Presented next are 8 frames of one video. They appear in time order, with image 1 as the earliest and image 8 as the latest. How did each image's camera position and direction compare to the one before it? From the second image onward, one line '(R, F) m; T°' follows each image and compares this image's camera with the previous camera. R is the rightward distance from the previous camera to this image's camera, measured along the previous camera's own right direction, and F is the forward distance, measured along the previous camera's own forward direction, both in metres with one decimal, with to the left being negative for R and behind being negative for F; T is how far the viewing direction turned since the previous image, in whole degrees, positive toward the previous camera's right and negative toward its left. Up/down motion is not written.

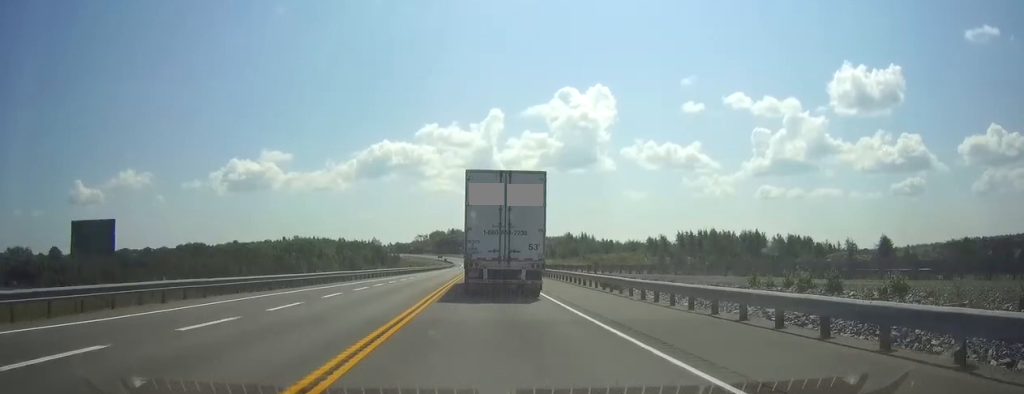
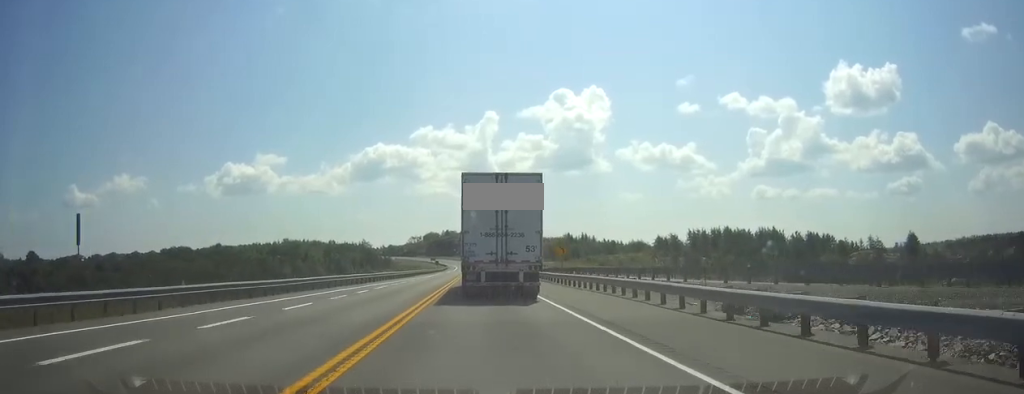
(0.0, +22.4) m; 0°
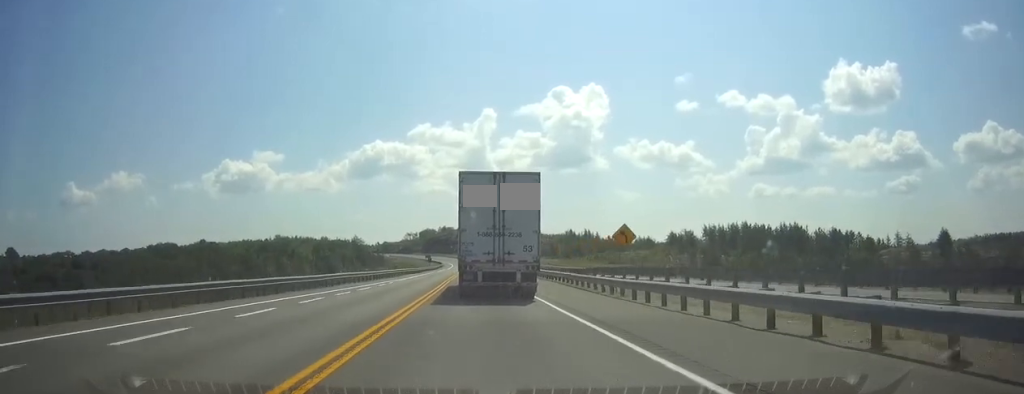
(0.0, +21.6) m; 0°
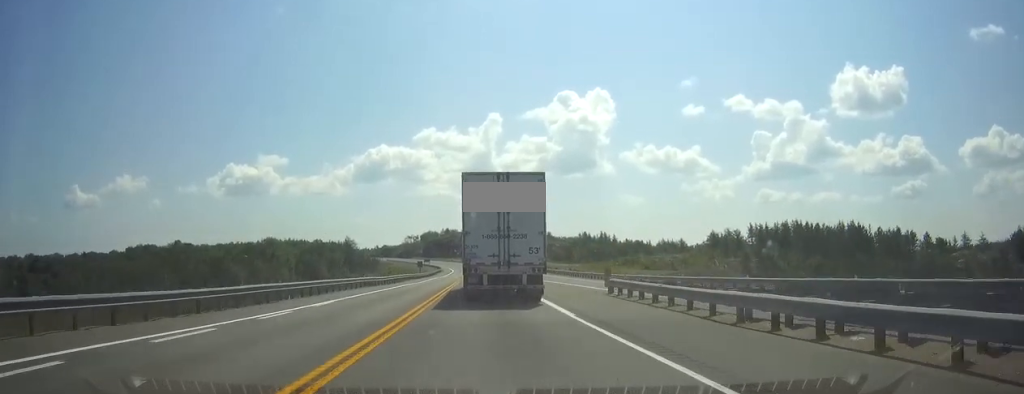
(+0.1, +39.8) m; 0°
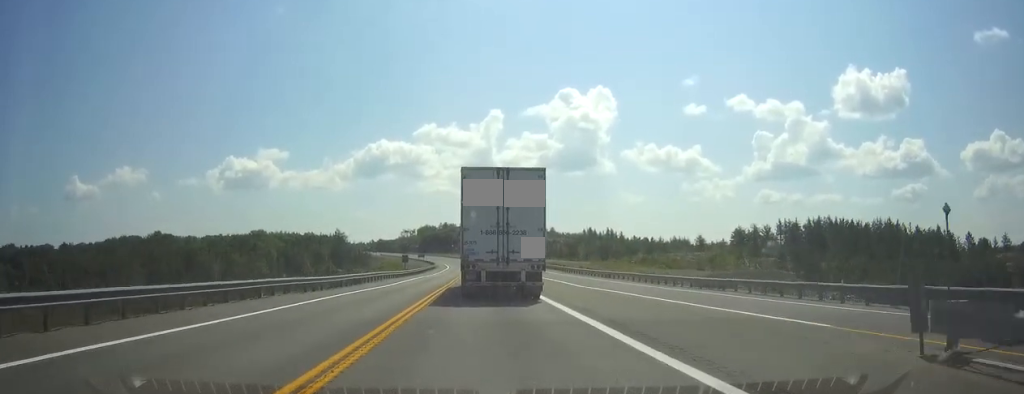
(0.0, +22.6) m; 0°
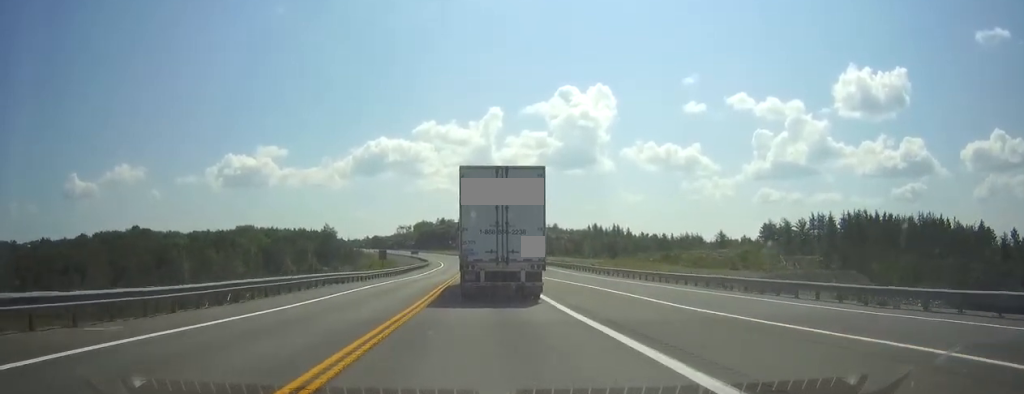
(+0.1, +21.7) m; 0°
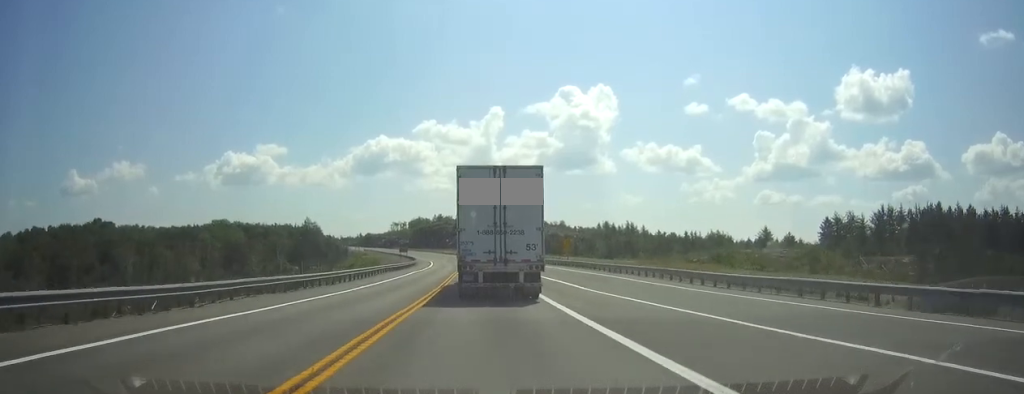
(+0.1, +34.6) m; 0°
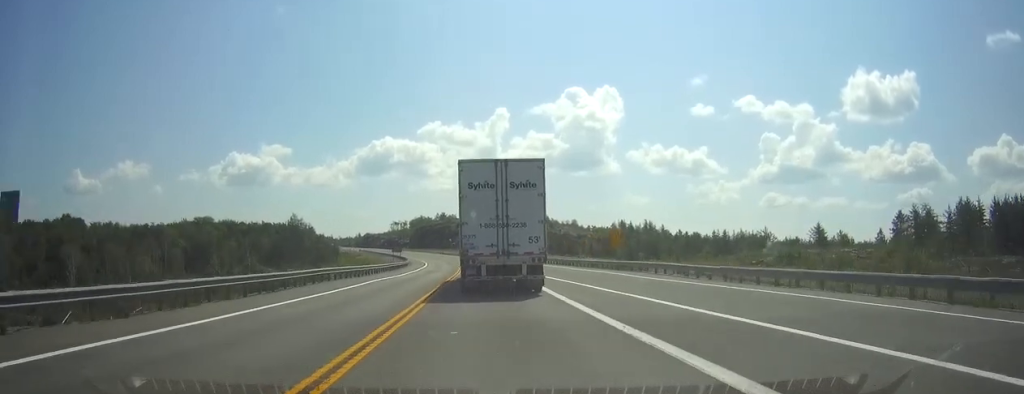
(0.0, +27.5) m; 0°
